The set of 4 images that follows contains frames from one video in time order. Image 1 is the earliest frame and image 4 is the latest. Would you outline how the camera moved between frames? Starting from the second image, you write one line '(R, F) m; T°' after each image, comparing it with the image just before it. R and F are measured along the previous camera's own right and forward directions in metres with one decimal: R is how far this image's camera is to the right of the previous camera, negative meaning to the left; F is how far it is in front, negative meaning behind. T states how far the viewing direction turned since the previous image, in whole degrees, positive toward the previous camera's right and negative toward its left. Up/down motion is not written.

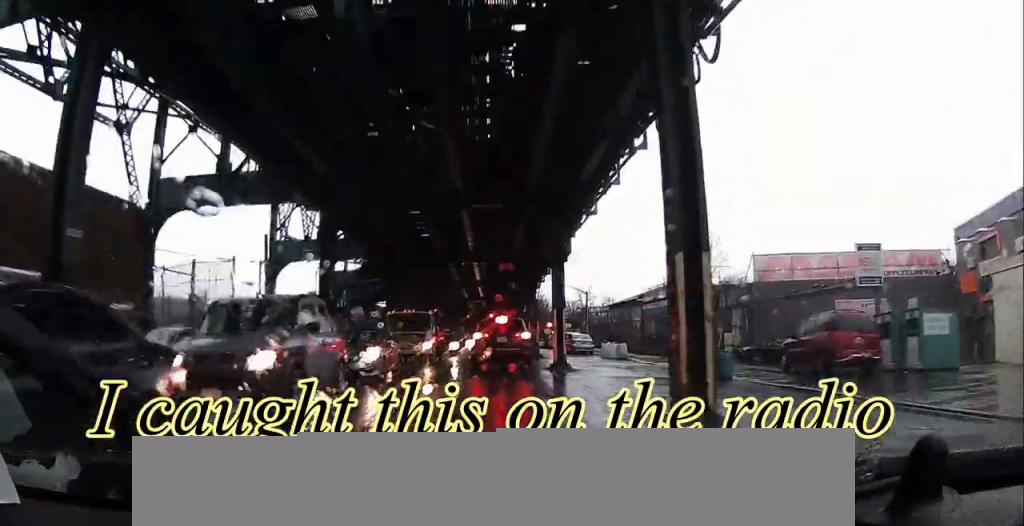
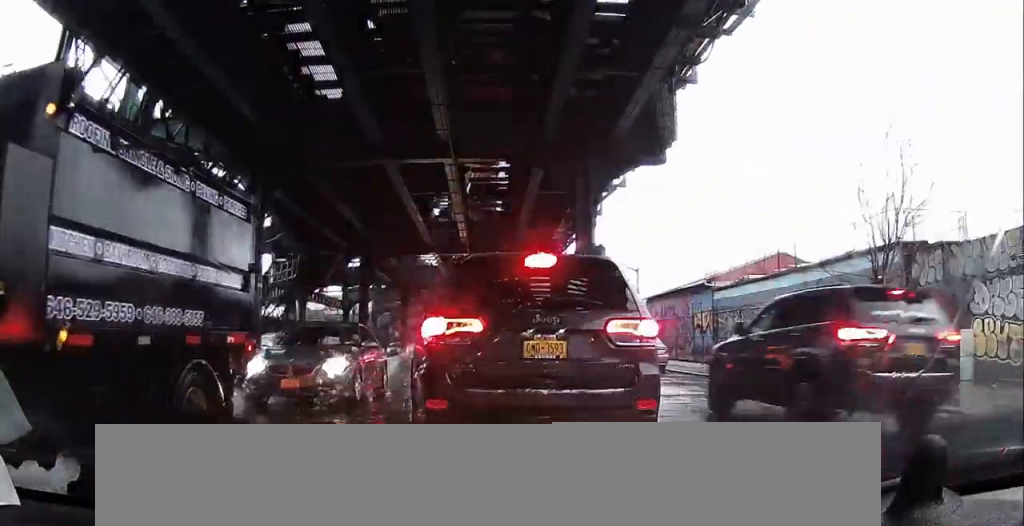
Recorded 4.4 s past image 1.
(-1.0, +24.9) m; -5°
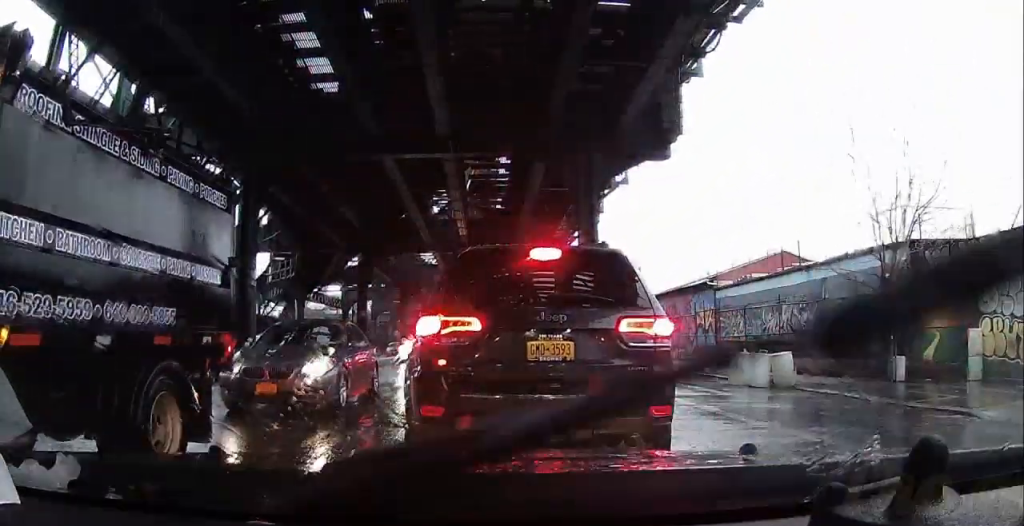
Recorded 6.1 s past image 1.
(-0.3, +1.2) m; 0°
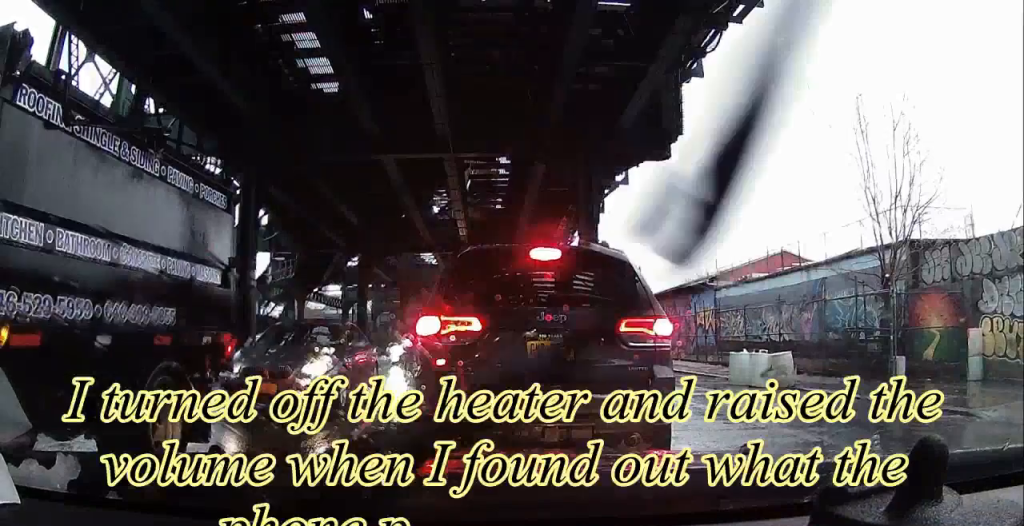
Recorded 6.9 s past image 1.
(0.0, 0.0) m; 0°
